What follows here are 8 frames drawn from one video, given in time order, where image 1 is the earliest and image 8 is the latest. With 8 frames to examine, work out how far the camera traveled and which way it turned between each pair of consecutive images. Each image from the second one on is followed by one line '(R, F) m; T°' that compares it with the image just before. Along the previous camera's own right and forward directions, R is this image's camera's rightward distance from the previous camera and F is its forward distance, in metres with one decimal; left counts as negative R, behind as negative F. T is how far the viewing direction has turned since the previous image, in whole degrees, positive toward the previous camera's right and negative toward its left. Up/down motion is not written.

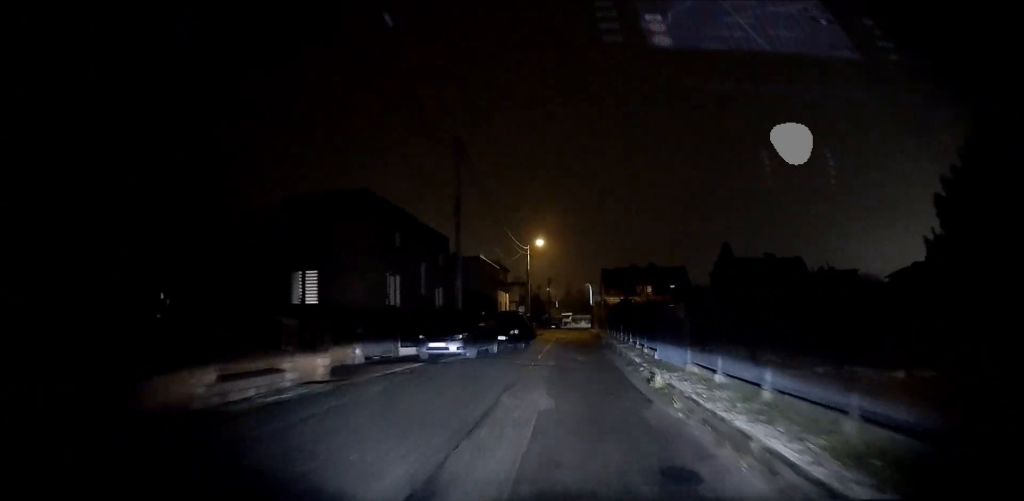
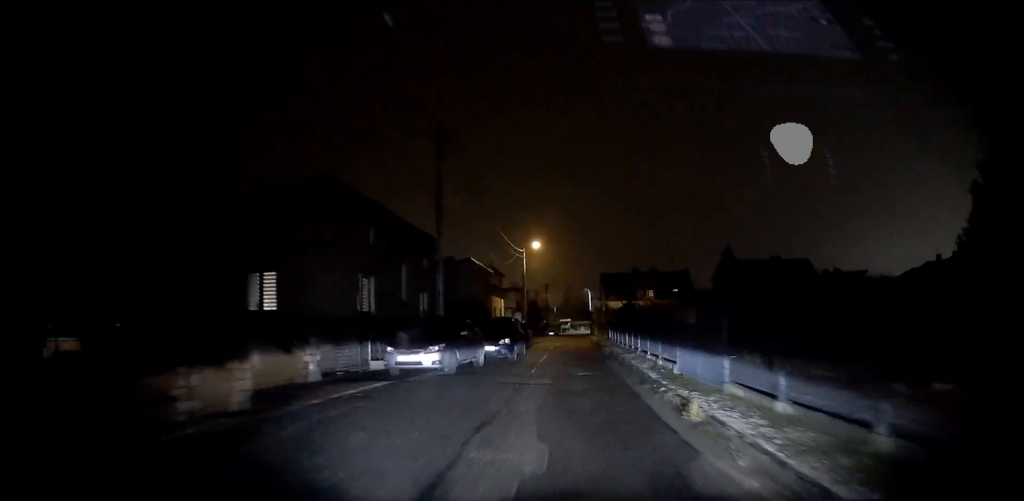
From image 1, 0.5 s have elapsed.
(0.0, +3.6) m; +1°
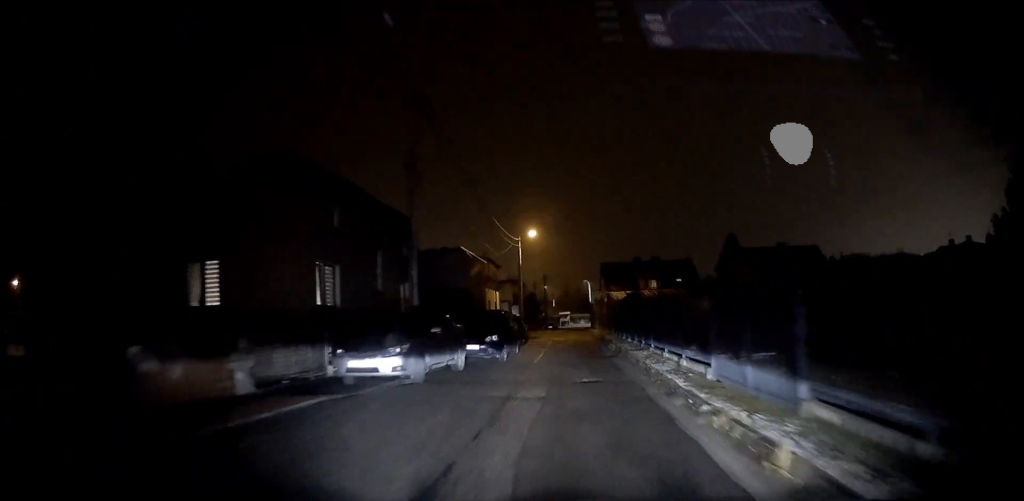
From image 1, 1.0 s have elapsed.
(+0.1, +3.7) m; 0°
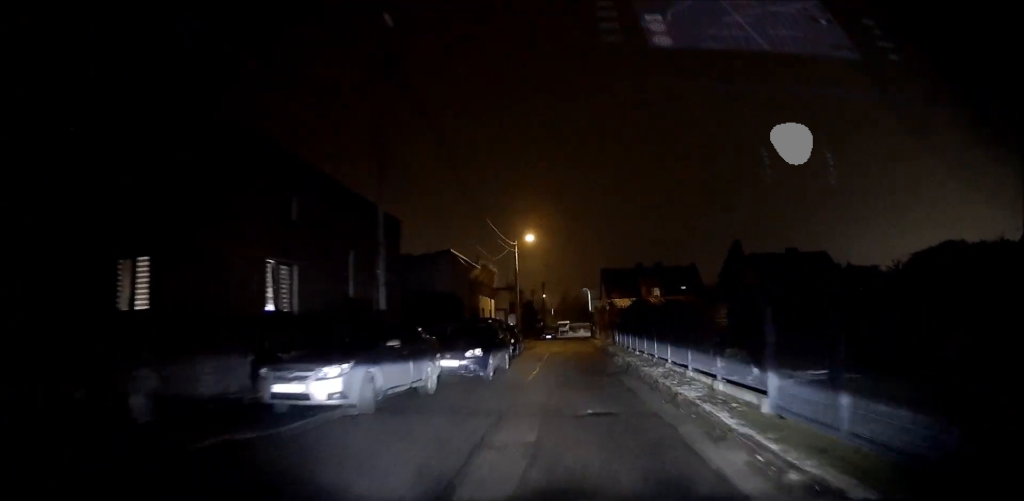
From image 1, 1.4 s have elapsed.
(0.0, +3.5) m; 0°
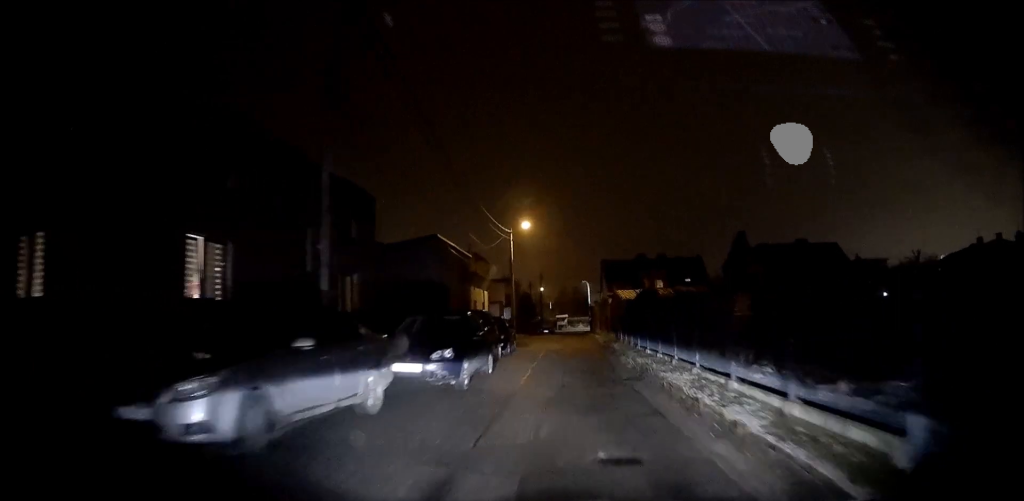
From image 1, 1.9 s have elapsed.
(0.0, +3.6) m; 0°
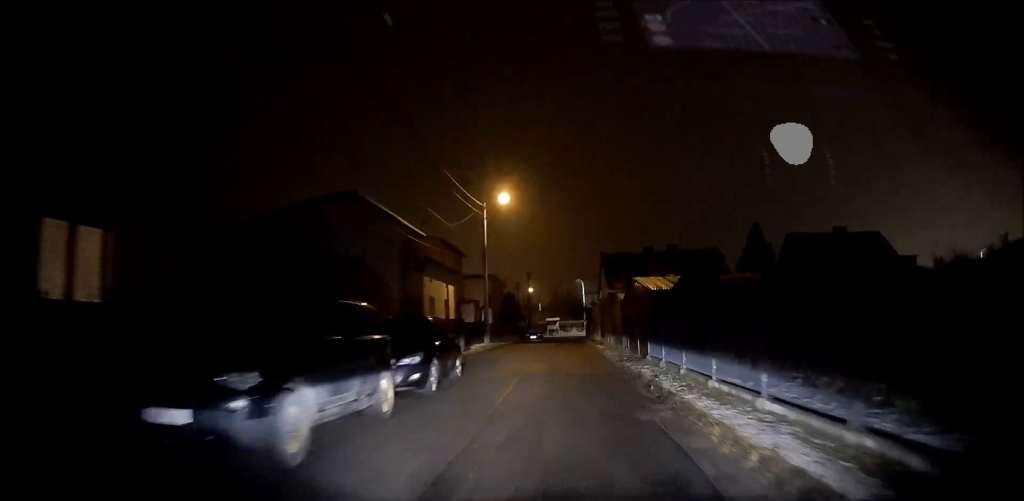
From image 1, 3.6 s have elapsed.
(0.0, +12.3) m; 0°
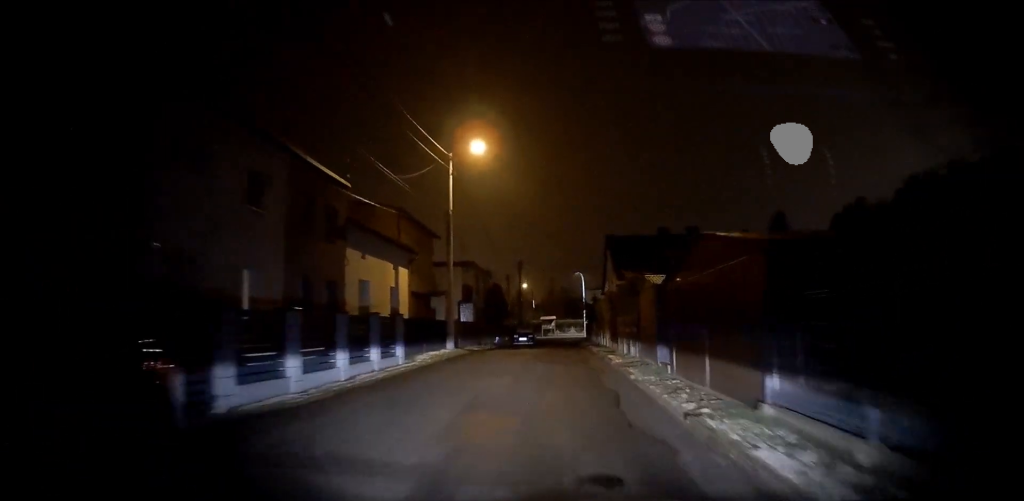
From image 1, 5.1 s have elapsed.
(0.0, +11.0) m; +1°
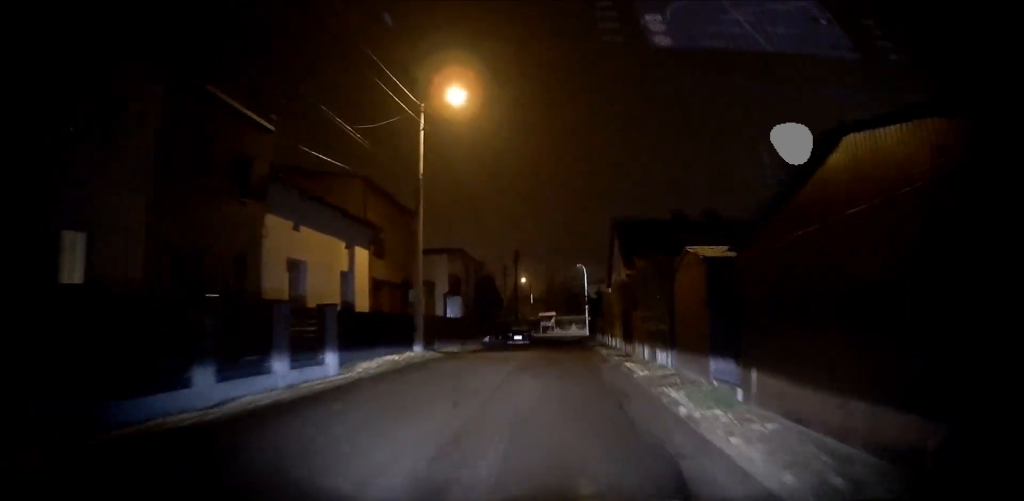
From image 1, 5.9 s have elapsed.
(+0.1, +6.0) m; +2°
